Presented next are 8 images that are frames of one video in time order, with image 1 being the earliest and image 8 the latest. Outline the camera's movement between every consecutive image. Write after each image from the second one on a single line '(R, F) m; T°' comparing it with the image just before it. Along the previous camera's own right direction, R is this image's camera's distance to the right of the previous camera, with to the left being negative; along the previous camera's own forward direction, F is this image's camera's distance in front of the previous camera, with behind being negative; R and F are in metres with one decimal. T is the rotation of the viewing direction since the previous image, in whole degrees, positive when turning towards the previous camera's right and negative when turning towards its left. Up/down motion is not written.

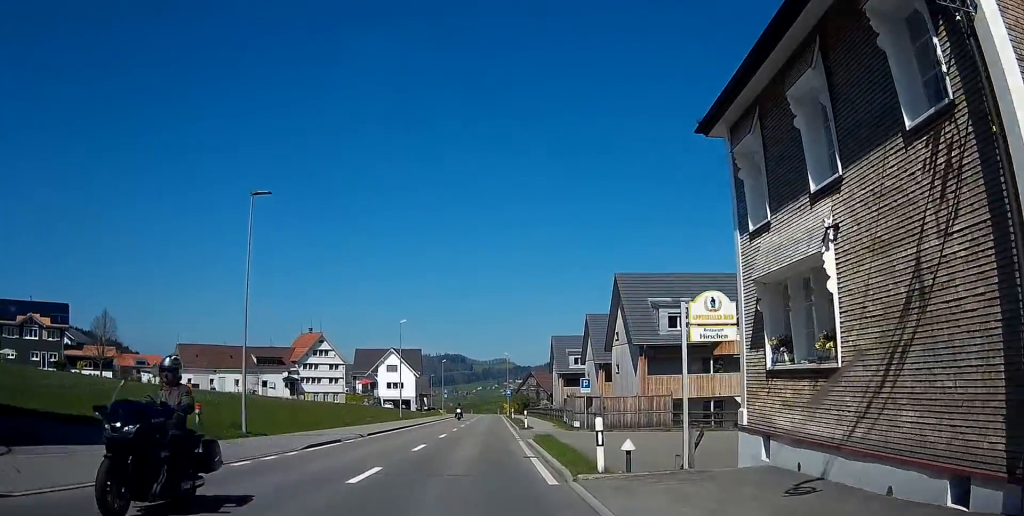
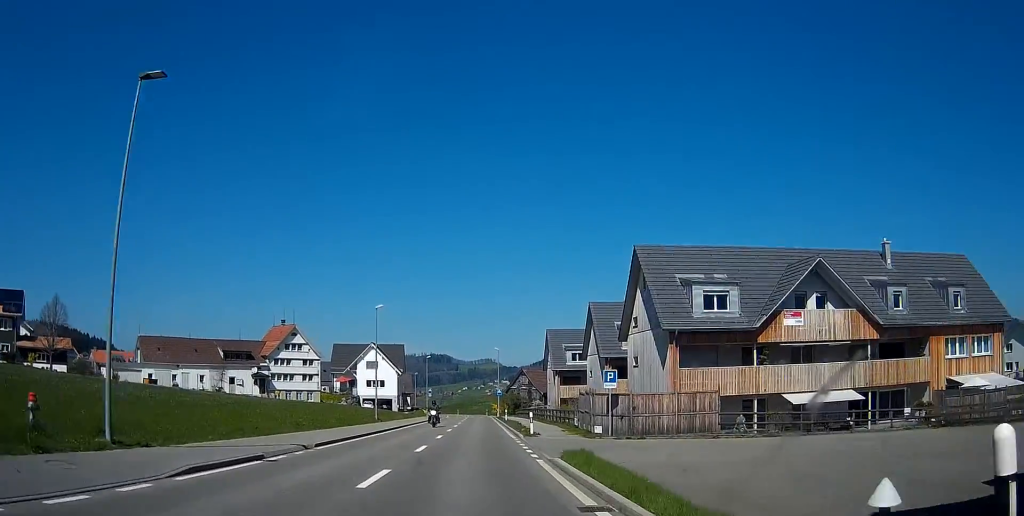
(0.0, +9.1) m; 0°
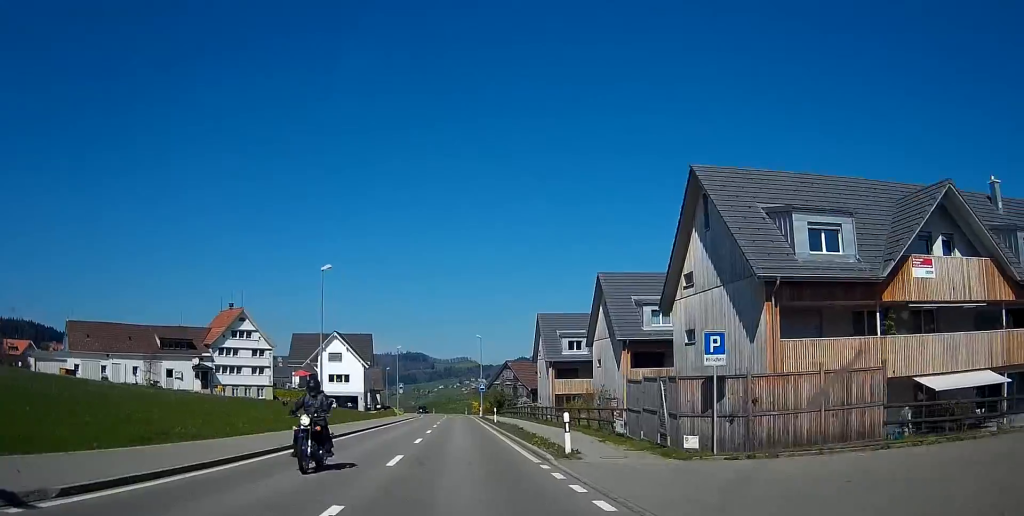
(+0.1, +14.1) m; +1°
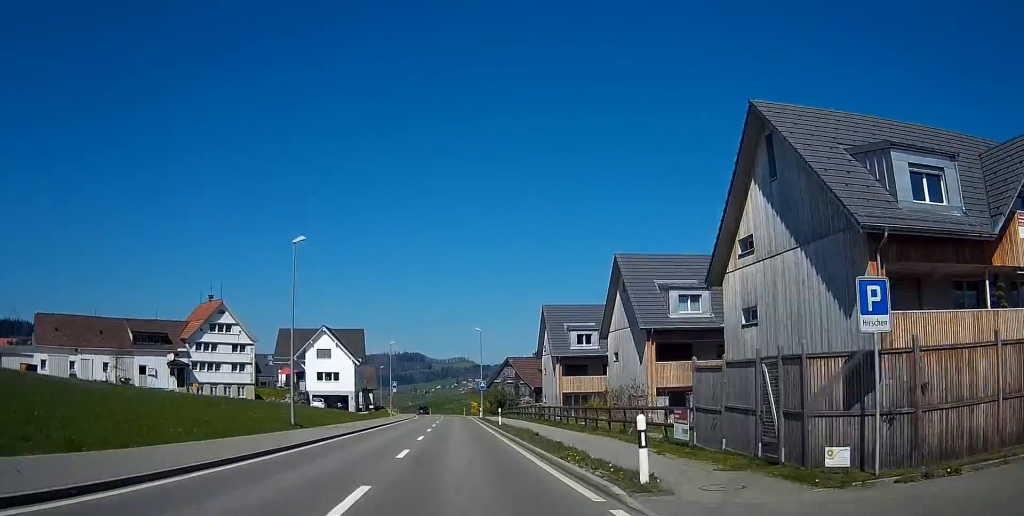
(0.0, +6.9) m; 0°
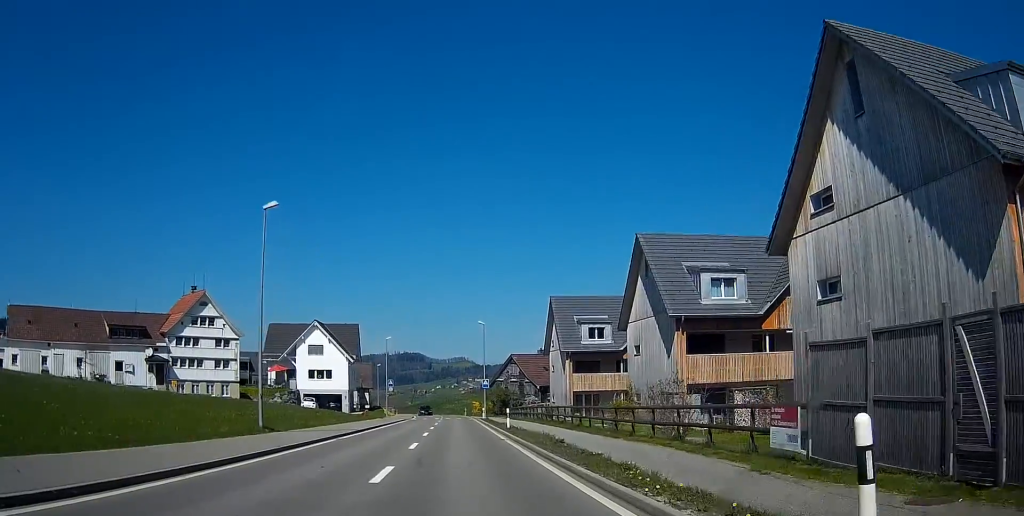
(0.0, +5.7) m; 0°
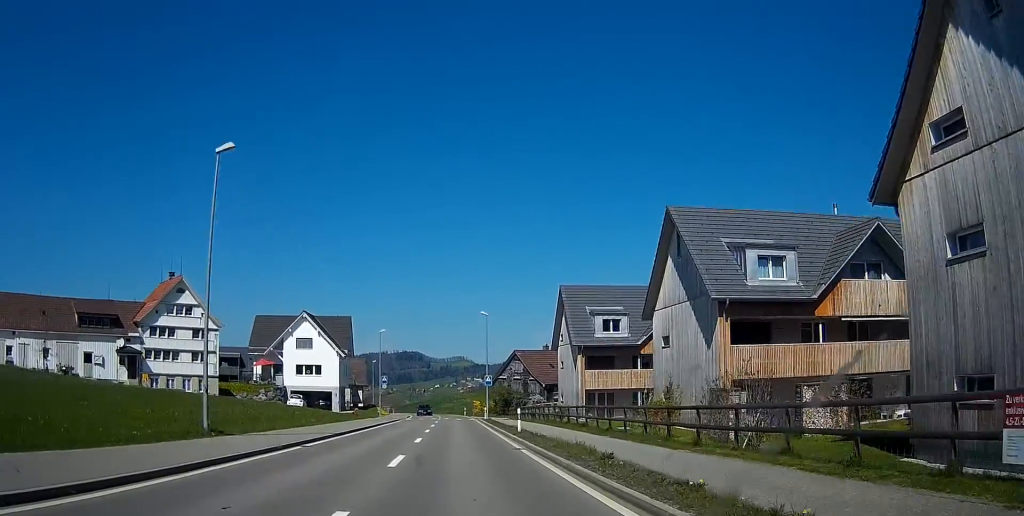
(0.0, +6.4) m; 0°
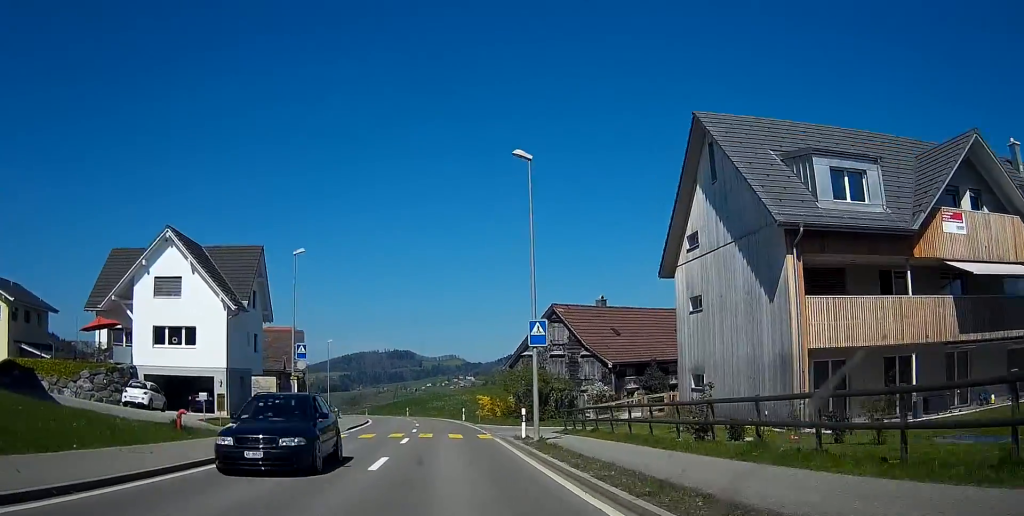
(+0.4, +37.8) m; +1°
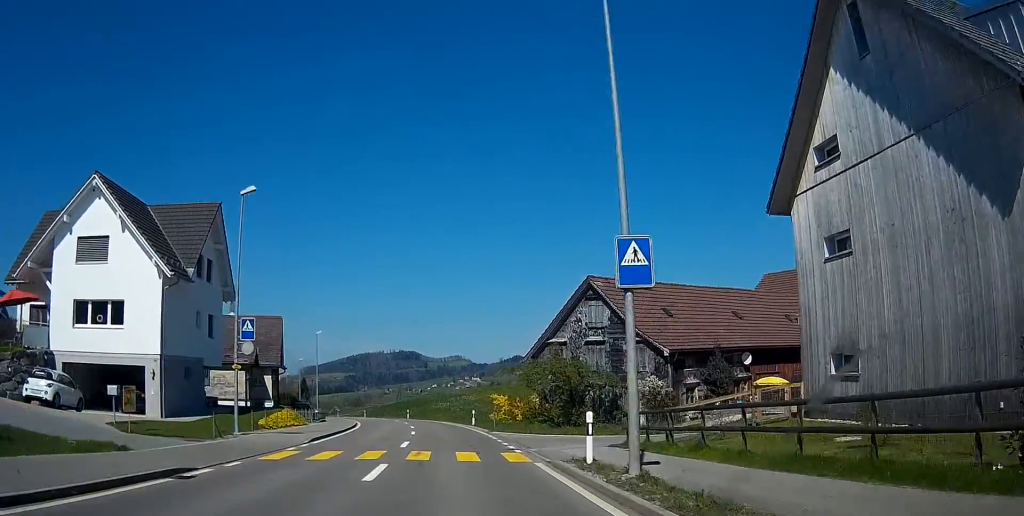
(0.0, +10.7) m; 0°
